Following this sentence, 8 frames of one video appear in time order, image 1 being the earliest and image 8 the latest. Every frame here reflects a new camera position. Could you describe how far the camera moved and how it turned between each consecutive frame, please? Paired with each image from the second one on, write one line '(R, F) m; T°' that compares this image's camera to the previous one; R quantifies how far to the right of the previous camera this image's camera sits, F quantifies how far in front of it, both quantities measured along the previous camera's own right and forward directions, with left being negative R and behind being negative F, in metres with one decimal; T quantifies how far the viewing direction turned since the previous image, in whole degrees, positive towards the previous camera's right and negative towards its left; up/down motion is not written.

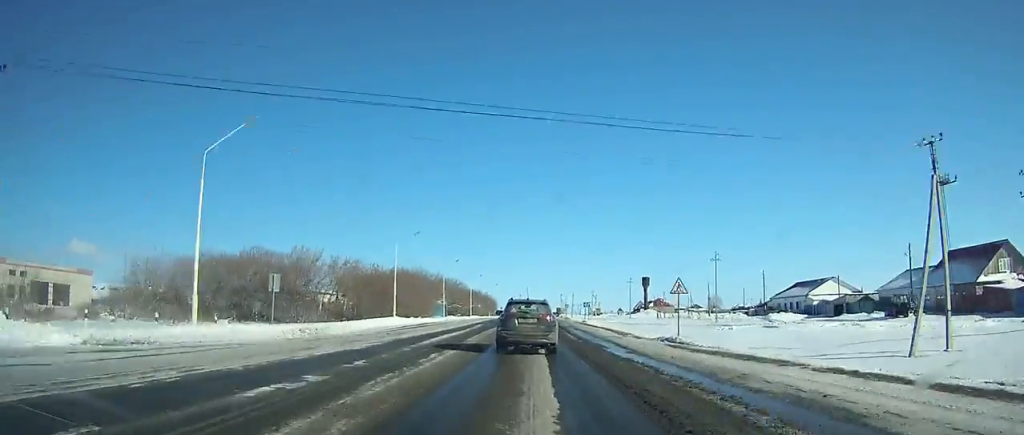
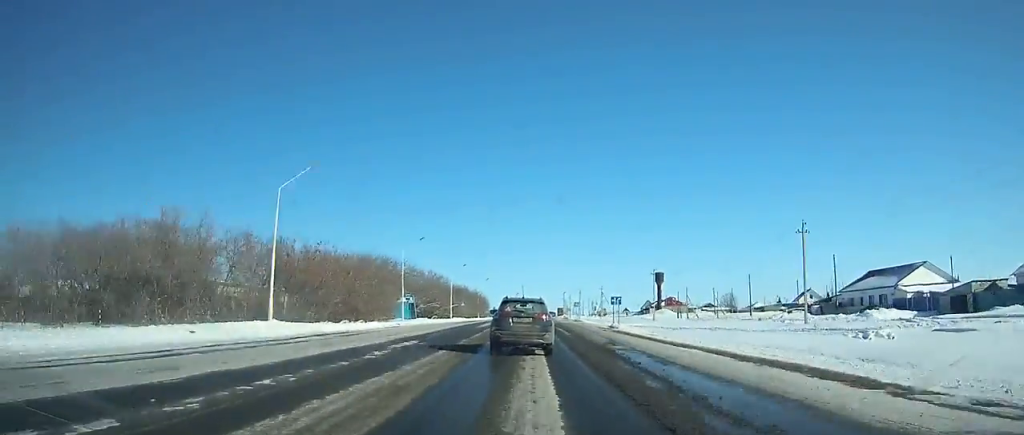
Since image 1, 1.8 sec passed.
(-0.2, +28.1) m; 0°
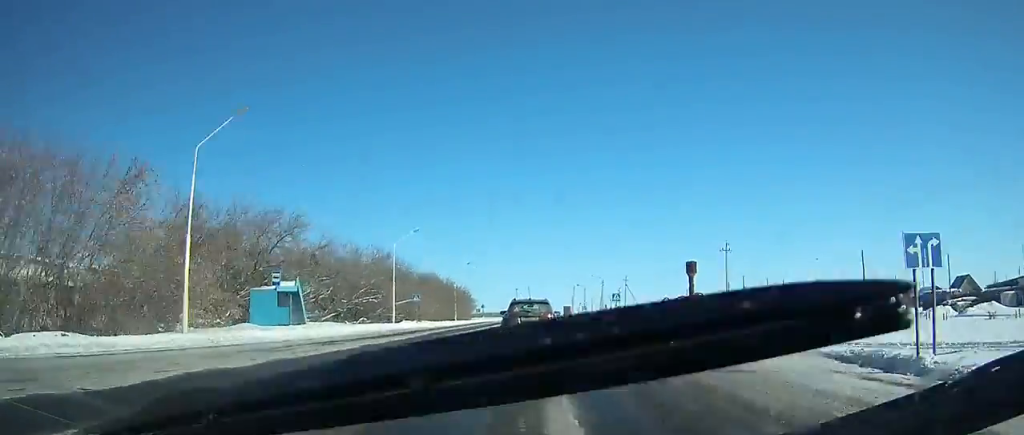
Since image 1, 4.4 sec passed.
(0.0, +40.7) m; 0°
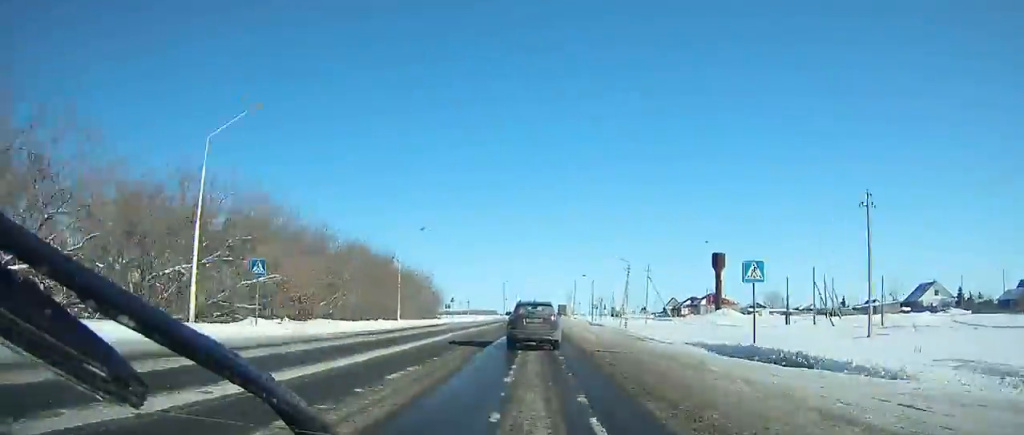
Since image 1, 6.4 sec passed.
(+0.1, +31.5) m; +1°
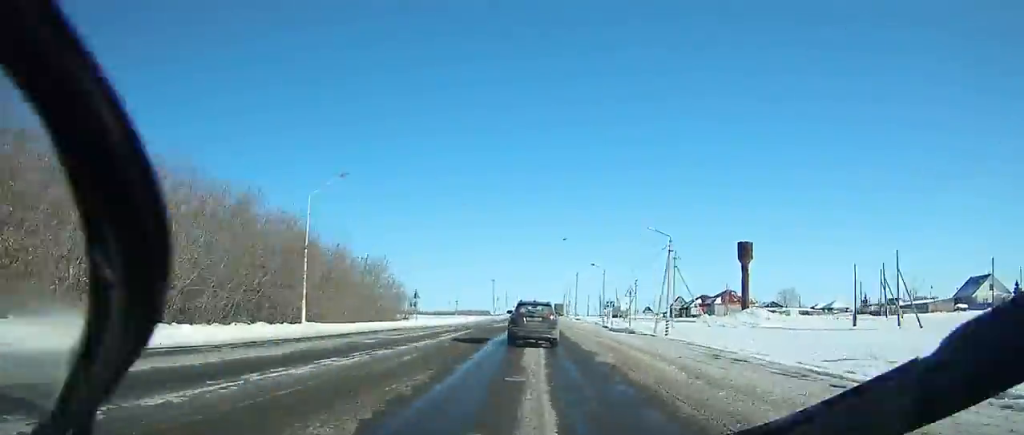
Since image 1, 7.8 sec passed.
(+0.2, +22.2) m; +1°
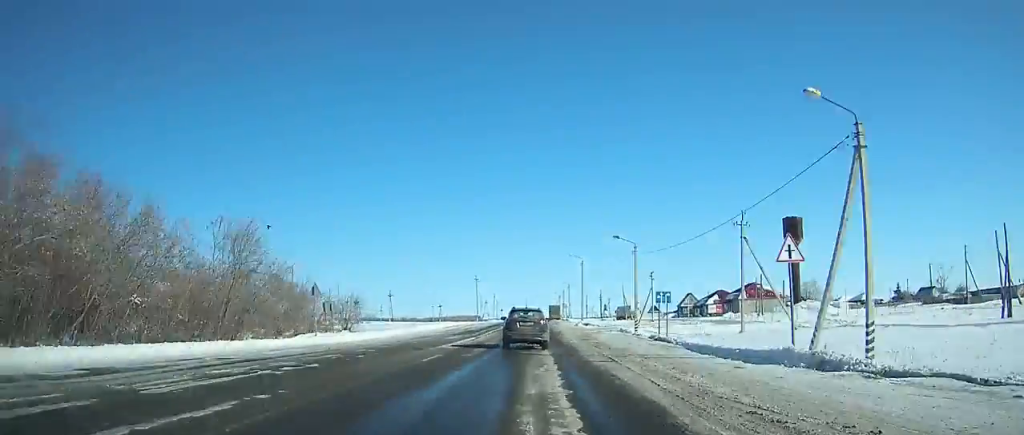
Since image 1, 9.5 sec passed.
(+0.1, +27.0) m; +1°
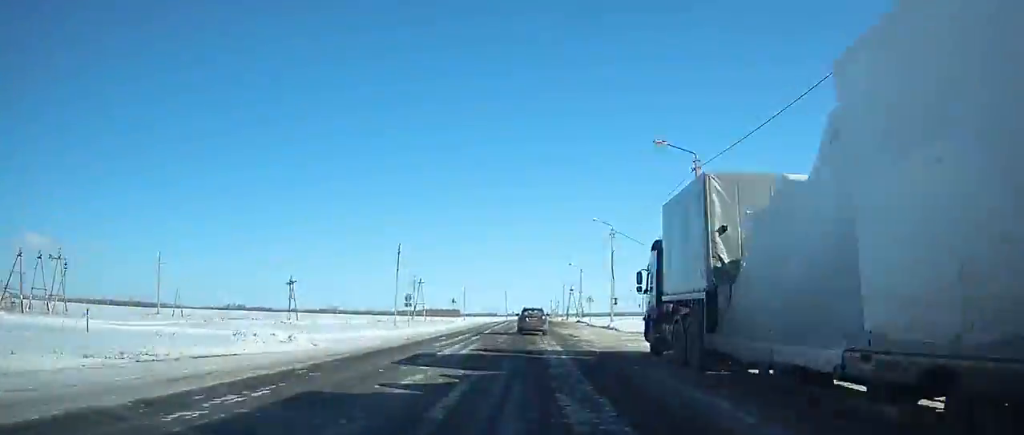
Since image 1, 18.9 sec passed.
(+2.1, +158.6) m; +1°
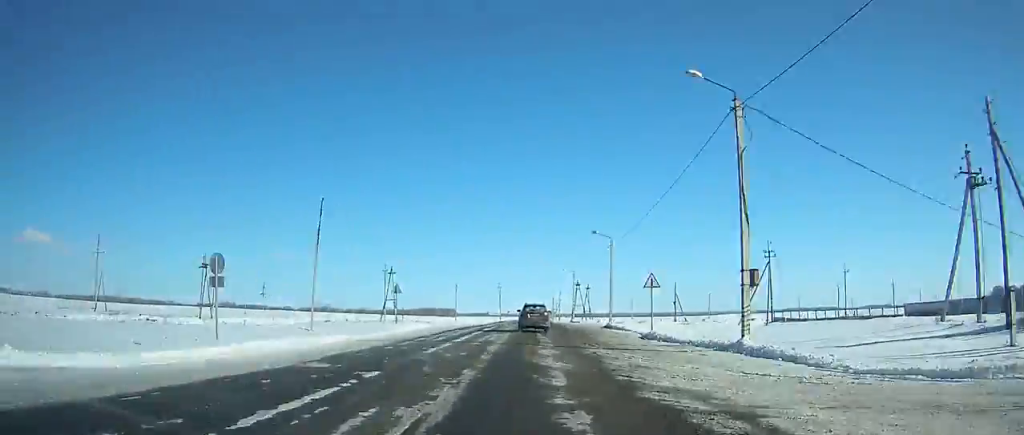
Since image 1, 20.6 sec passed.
(-0.1, +30.8) m; 0°
